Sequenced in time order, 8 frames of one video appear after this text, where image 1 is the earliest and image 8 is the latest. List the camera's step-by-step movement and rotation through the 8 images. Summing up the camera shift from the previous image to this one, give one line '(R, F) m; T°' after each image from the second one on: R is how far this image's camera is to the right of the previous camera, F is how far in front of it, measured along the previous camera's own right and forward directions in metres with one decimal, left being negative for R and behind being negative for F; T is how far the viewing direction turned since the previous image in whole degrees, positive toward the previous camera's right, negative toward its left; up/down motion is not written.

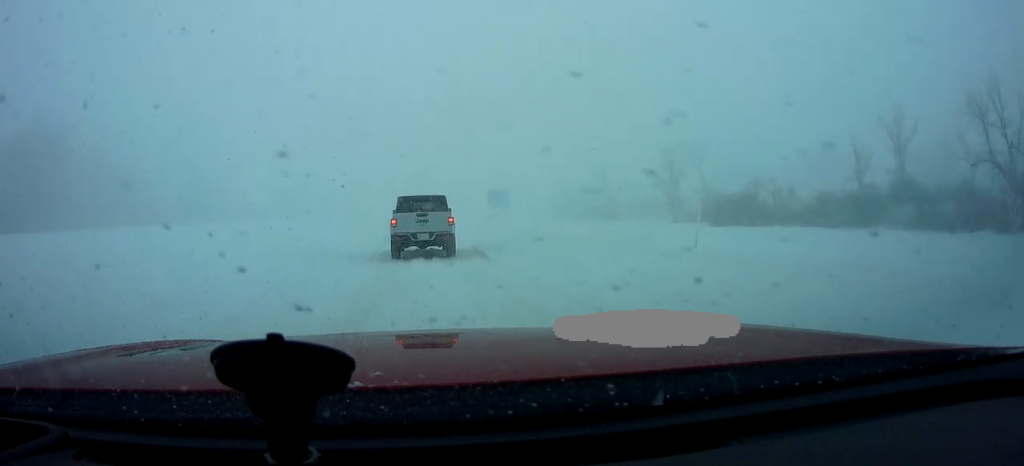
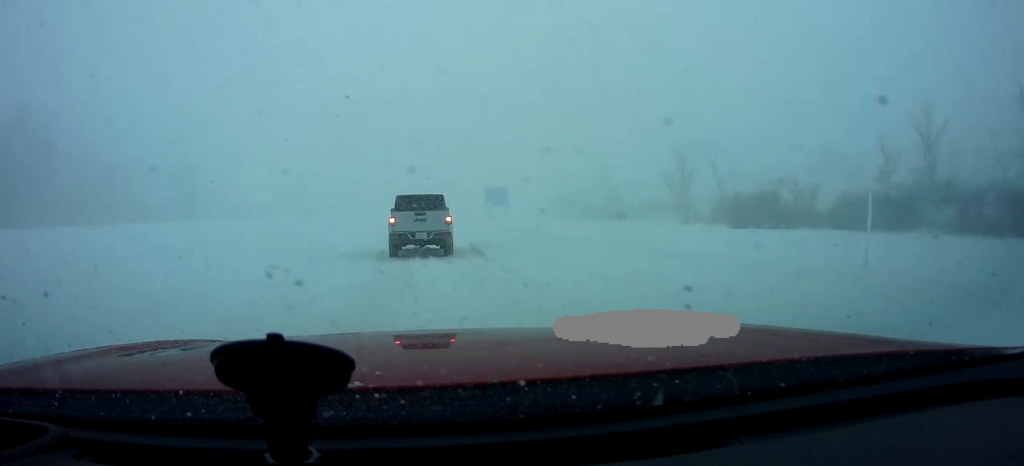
(+0.6, +4.9) m; +1°
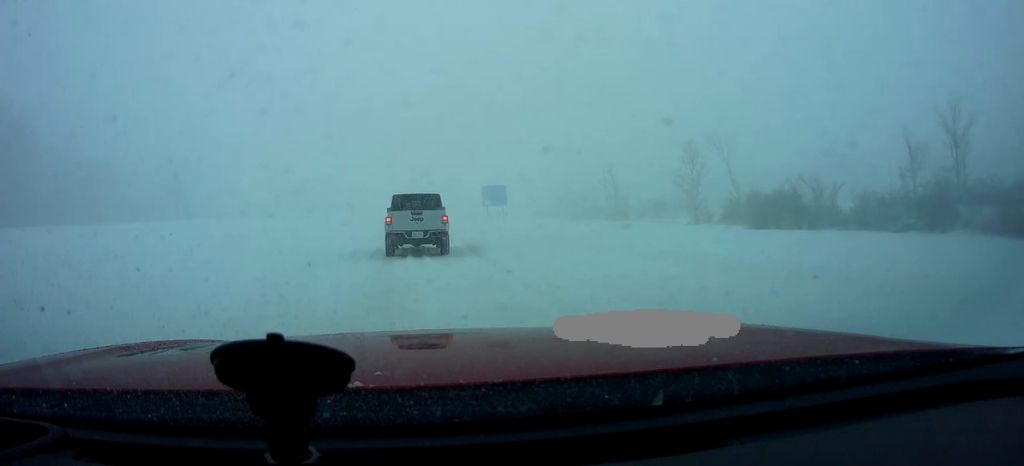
(-0.5, +4.4) m; 0°
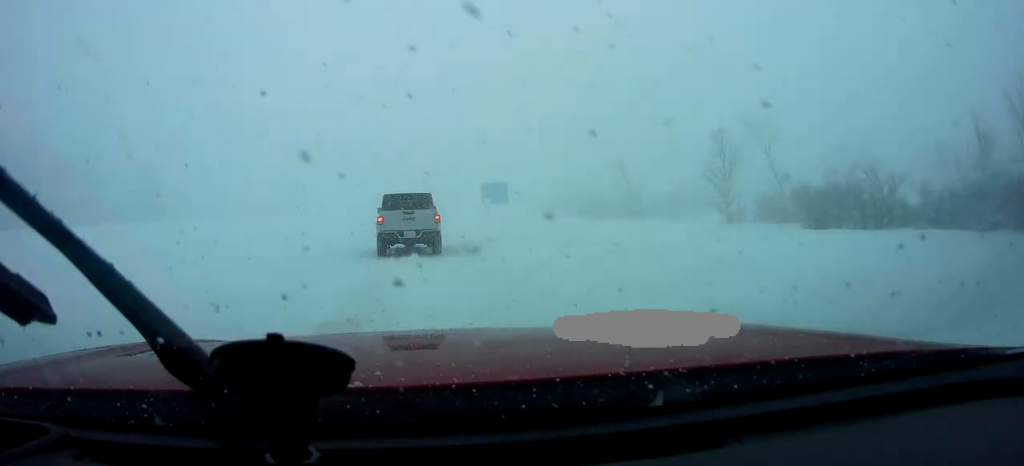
(0.0, +9.6) m; 0°
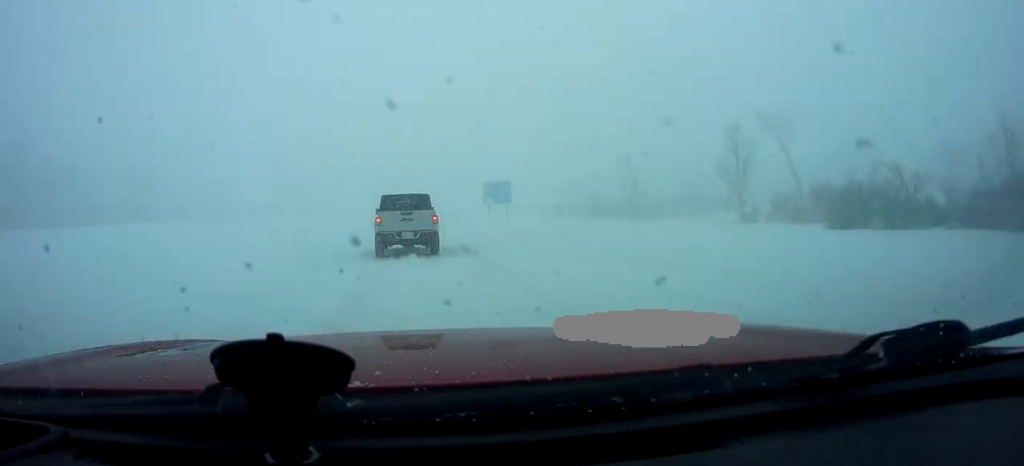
(+0.4, +3.2) m; 0°
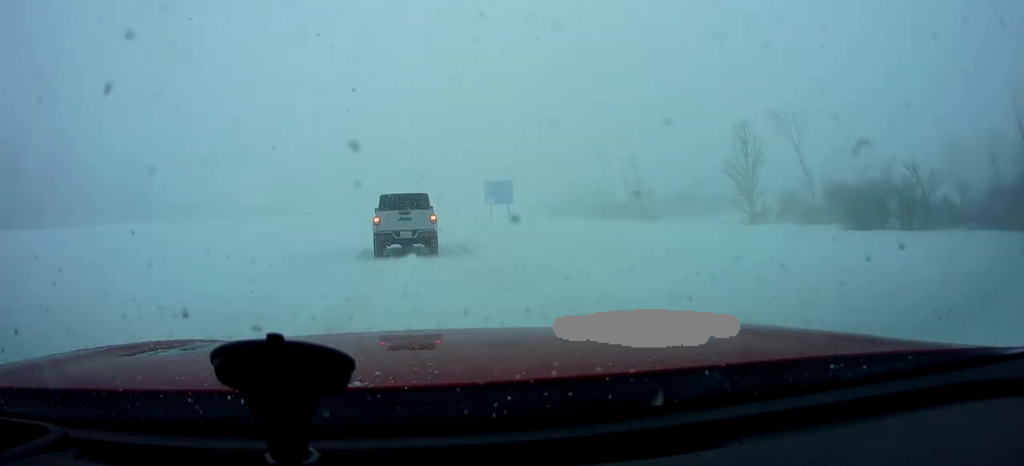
(+0.2, +2.0) m; 0°
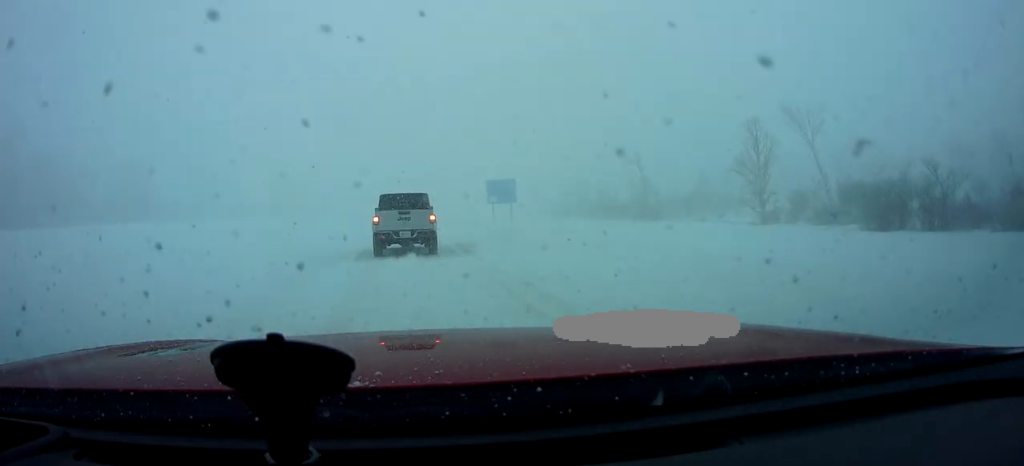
(-0.3, +2.2) m; -4°
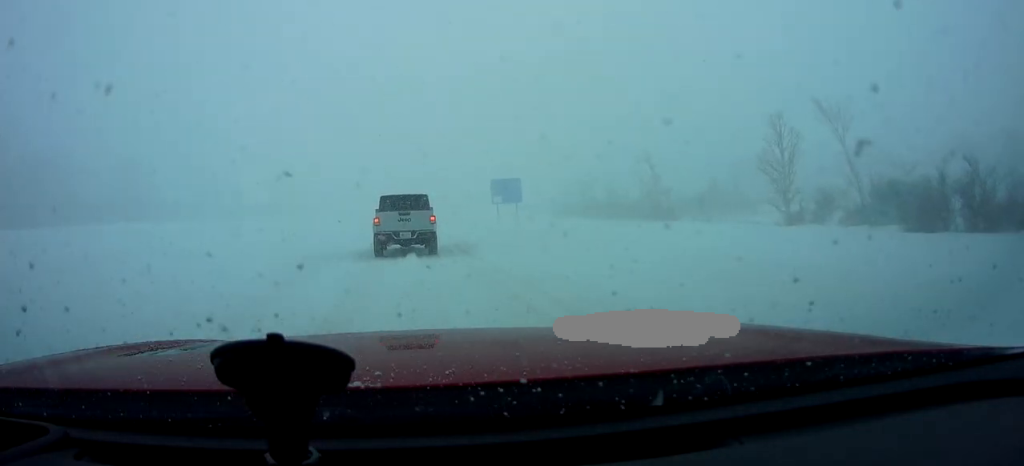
(-0.3, +4.3) m; +1°
